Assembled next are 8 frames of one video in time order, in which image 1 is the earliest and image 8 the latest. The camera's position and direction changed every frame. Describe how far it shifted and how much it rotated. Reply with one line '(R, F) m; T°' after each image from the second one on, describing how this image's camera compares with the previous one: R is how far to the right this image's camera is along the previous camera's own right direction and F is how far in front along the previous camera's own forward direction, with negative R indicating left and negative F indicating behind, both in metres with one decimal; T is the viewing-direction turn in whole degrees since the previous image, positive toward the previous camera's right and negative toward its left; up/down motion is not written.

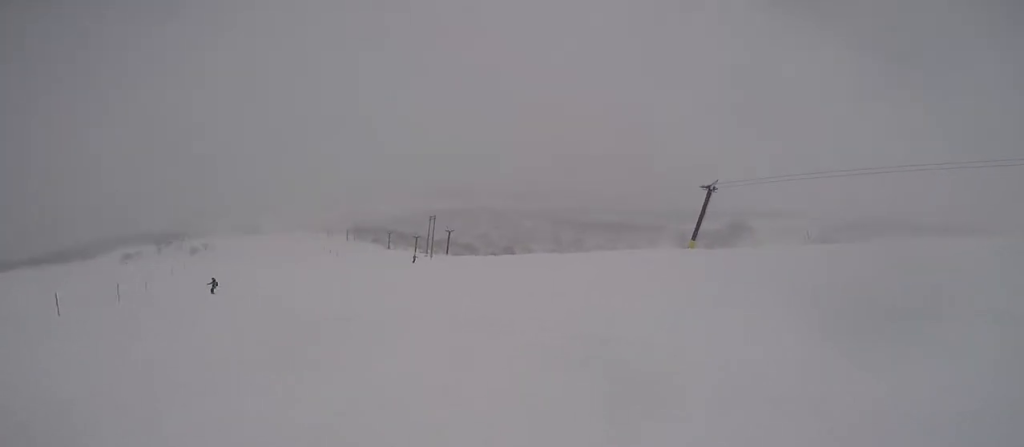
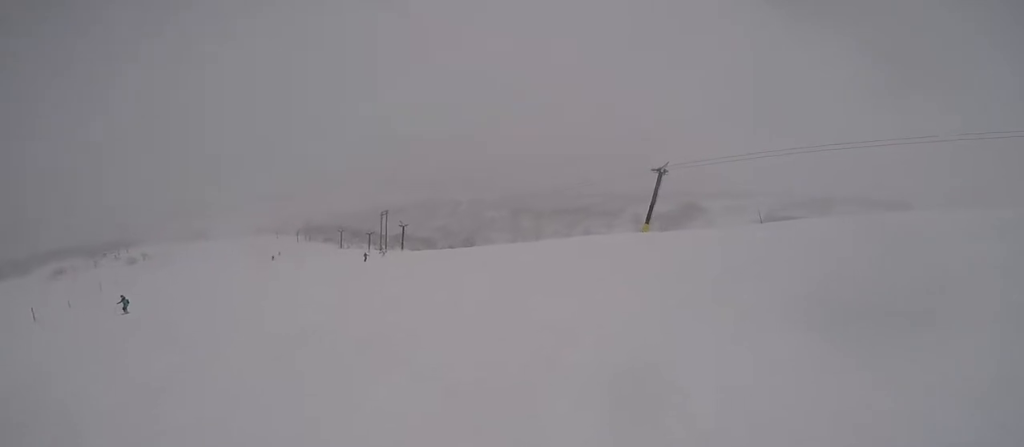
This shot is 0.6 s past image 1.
(+0.3, +1.9) m; +11°
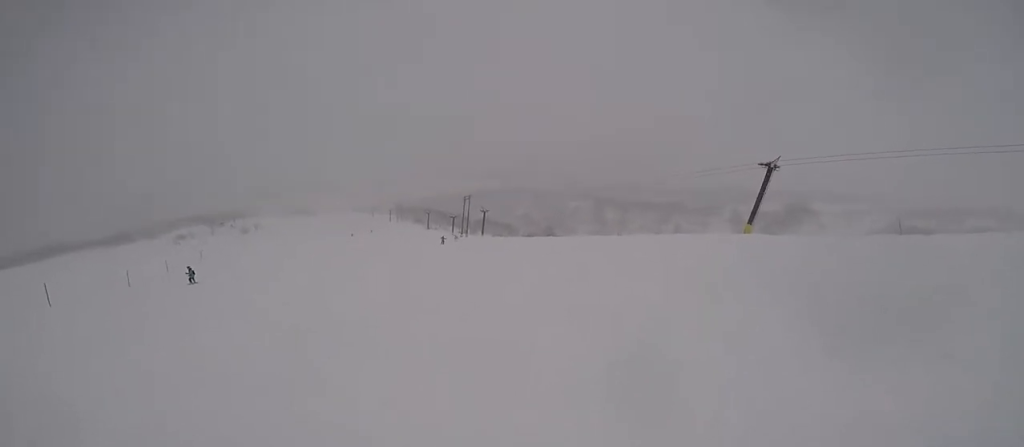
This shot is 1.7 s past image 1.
(+0.3, +3.8) m; -27°
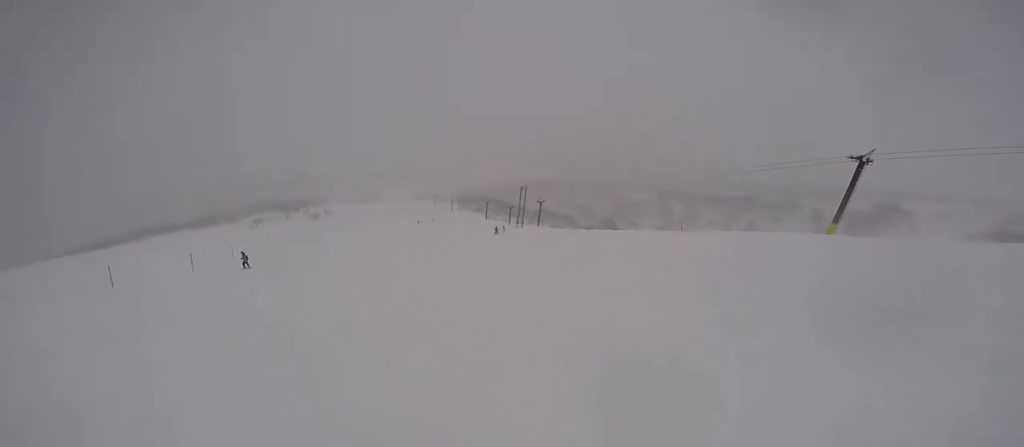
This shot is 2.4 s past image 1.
(-1.2, +1.5) m; -16°
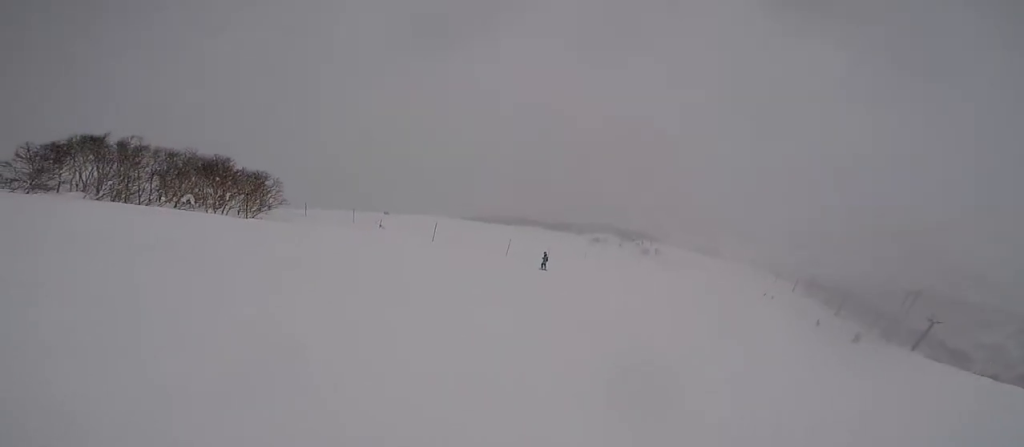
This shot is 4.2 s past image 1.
(-1.3, +5.7) m; -43°
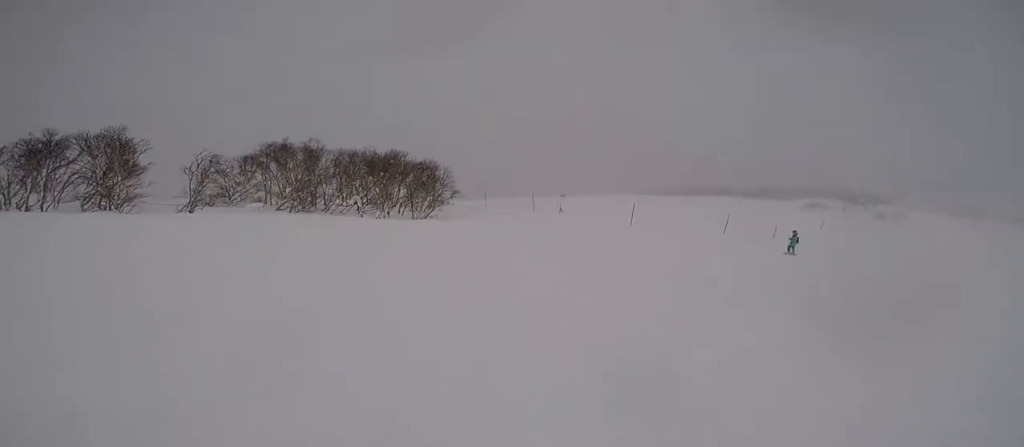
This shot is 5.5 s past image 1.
(-2.4, +4.0) m; -44°
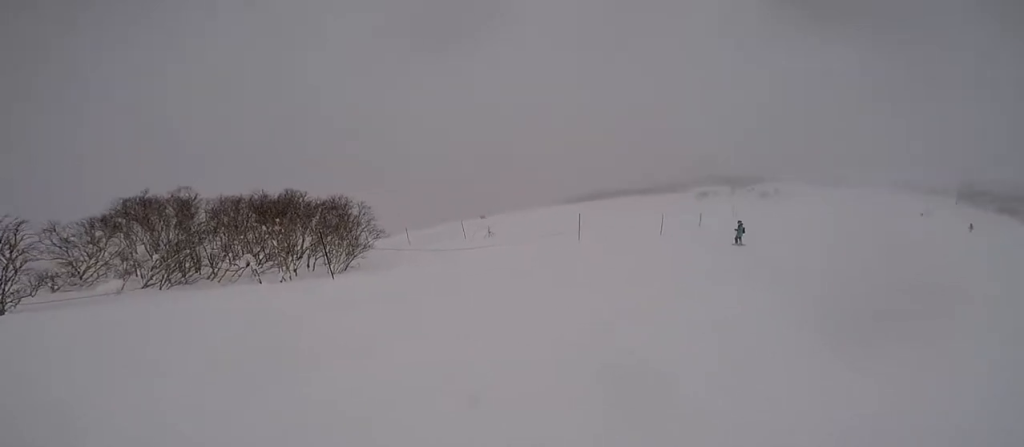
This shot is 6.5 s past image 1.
(-0.3, +4.0) m; +2°
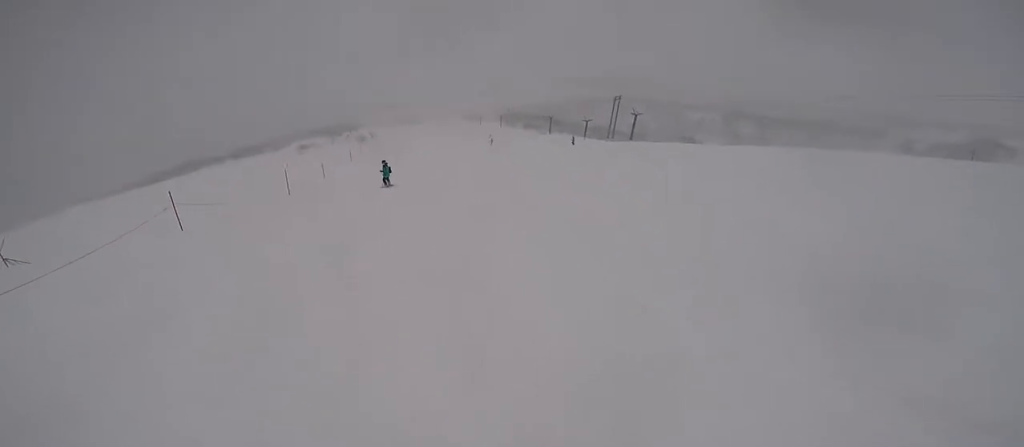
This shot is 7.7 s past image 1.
(+0.8, +5.2) m; +47°
